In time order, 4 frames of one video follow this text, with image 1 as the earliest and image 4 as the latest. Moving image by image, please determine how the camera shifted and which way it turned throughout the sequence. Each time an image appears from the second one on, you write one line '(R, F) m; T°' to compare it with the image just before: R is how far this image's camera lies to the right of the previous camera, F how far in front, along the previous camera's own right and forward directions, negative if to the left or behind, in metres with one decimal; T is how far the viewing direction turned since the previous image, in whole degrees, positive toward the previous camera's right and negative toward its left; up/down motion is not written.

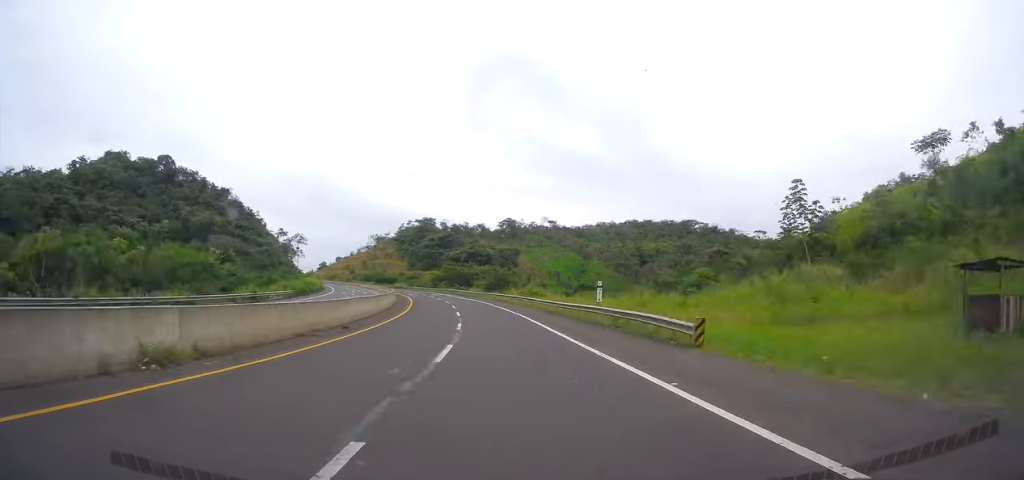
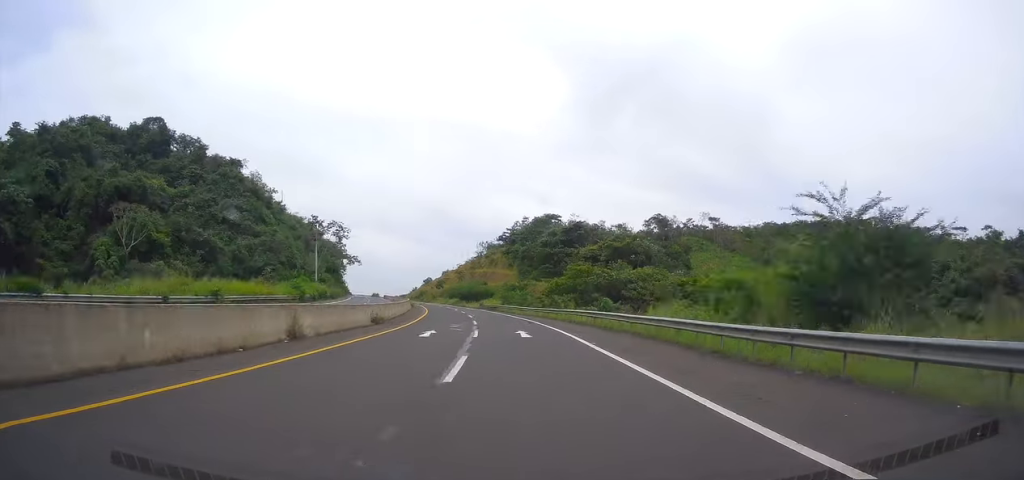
(-6.7, +73.6) m; -12°
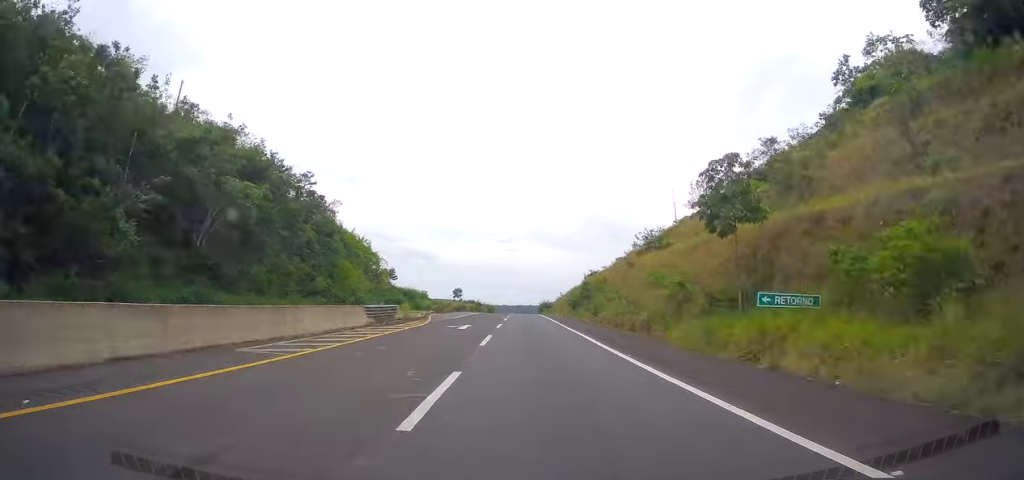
(-27.1, +147.1) m; -16°
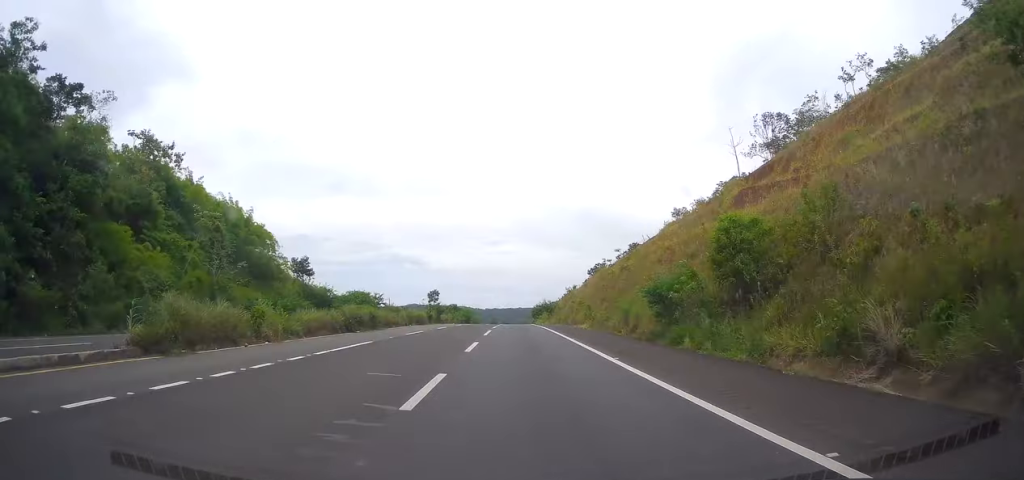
(-0.2, +46.7) m; 0°
